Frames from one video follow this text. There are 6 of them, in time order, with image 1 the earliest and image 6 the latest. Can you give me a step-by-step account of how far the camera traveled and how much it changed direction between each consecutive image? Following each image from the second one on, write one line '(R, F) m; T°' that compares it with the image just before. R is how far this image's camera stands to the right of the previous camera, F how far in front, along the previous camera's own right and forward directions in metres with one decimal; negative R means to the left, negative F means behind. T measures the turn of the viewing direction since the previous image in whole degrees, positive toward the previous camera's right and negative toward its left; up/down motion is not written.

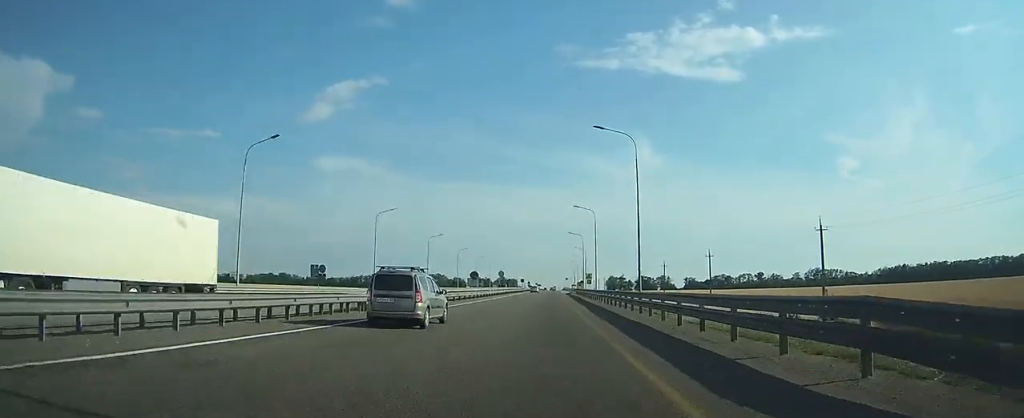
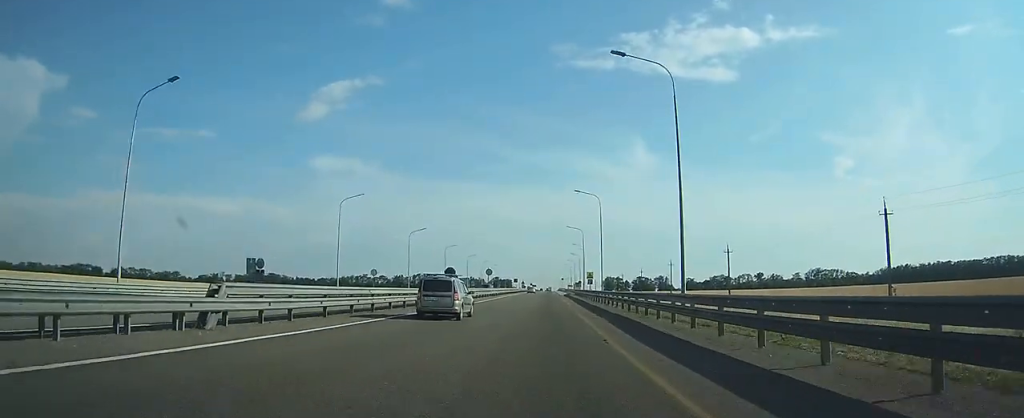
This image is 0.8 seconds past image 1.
(+0.1, +13.2) m; +1°
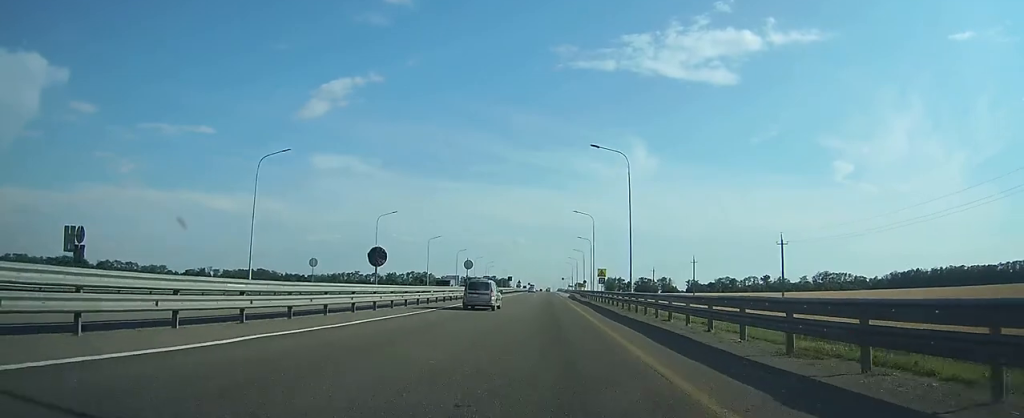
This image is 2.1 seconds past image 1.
(+0.1, +21.3) m; 0°
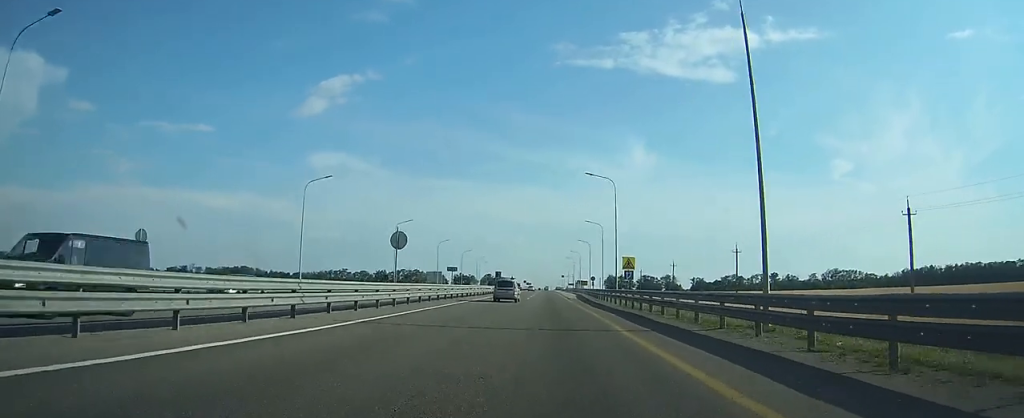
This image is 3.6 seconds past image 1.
(0.0, +27.0) m; 0°
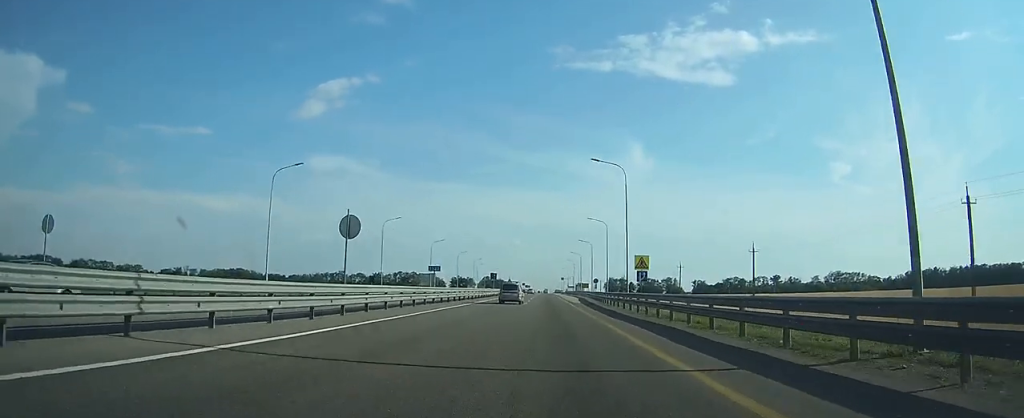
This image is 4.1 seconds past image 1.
(0.0, +7.6) m; 0°
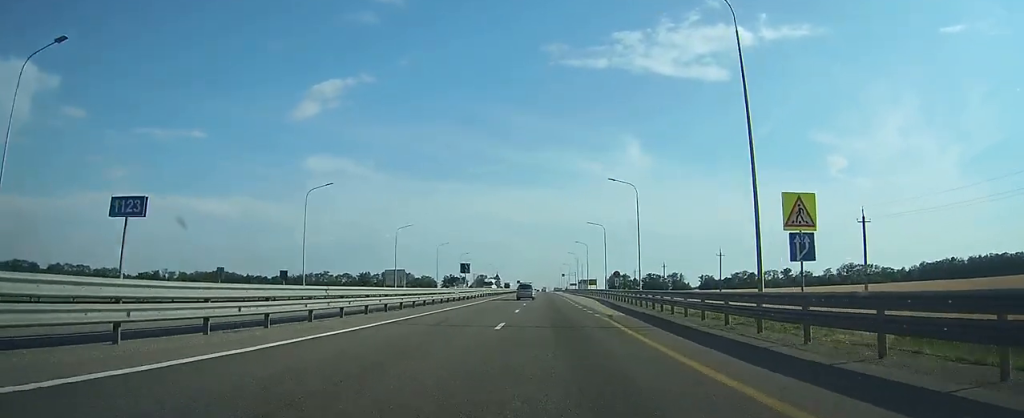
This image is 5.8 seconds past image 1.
(+0.2, +30.4) m; 0°
